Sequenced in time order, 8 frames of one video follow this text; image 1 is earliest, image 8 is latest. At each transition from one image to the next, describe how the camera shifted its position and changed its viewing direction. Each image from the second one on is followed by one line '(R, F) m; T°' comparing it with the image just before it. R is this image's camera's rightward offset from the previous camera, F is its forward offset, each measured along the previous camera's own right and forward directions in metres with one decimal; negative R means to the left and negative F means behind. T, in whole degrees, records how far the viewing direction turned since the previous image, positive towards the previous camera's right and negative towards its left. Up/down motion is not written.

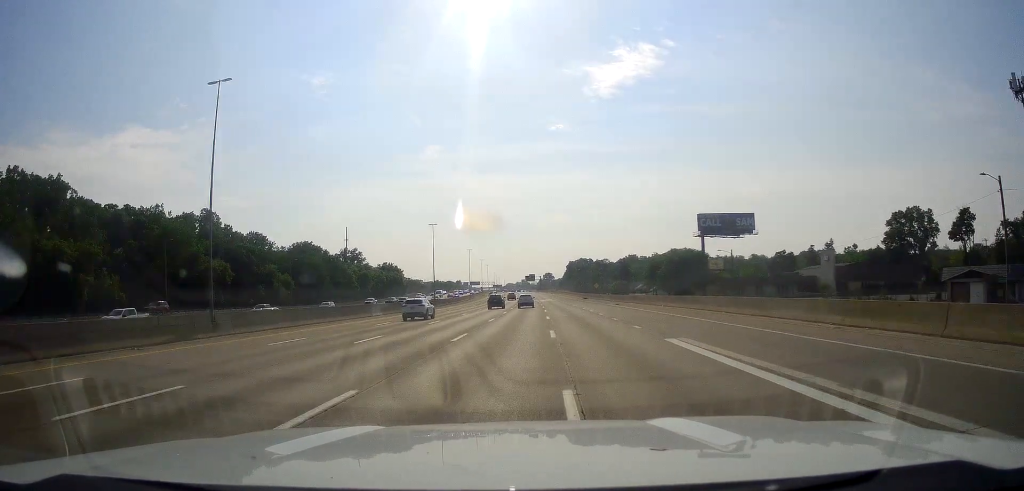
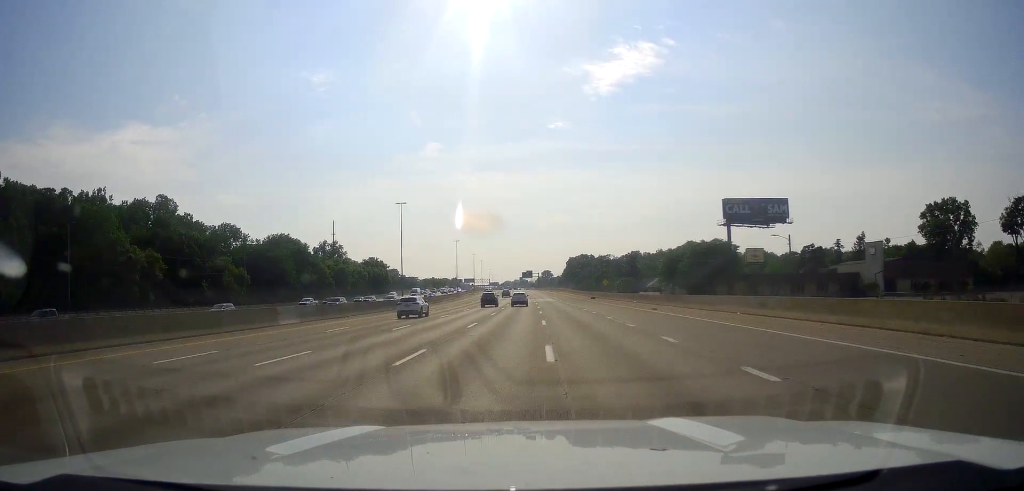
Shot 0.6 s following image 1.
(0.0, +23.0) m; 0°
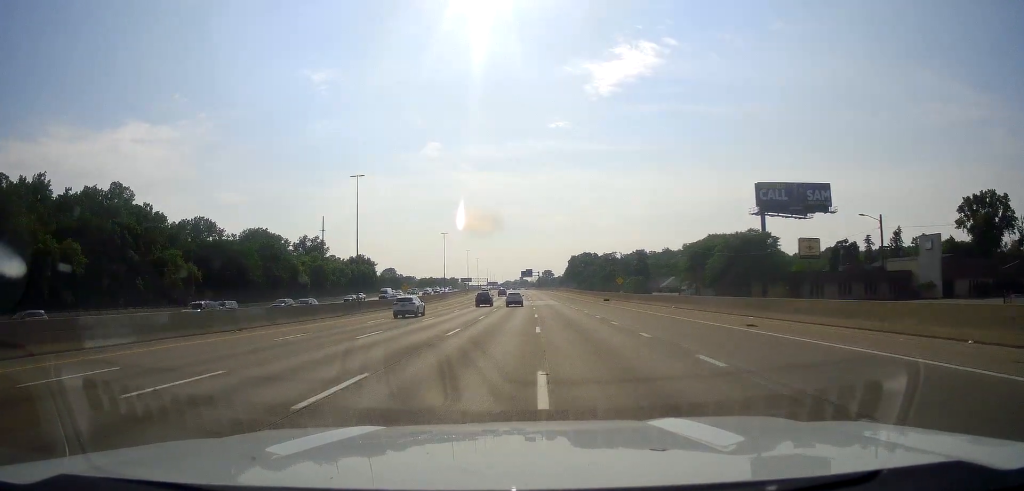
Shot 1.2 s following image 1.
(+0.1, +20.6) m; 0°
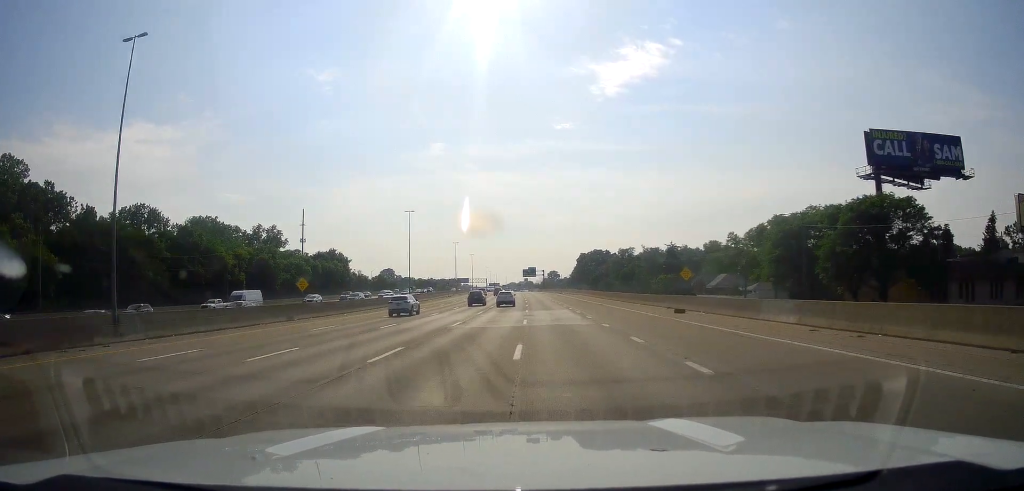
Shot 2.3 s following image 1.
(-0.4, +39.6) m; -1°
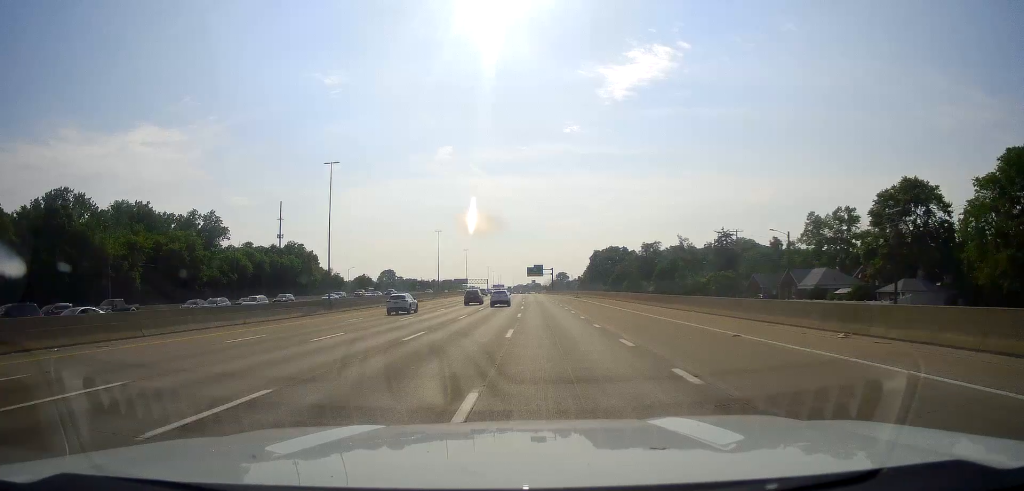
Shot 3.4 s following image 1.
(-0.1, +39.4) m; +1°
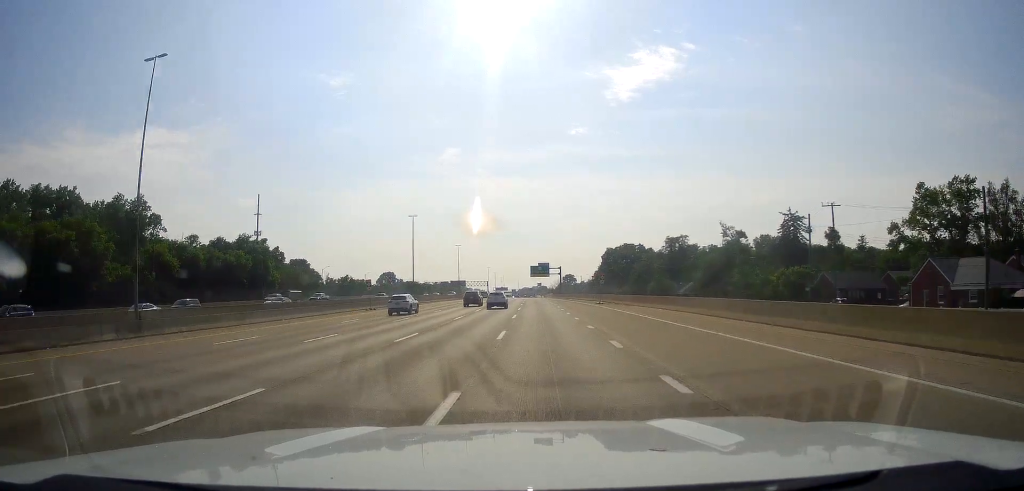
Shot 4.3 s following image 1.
(+0.4, +31.1) m; 0°
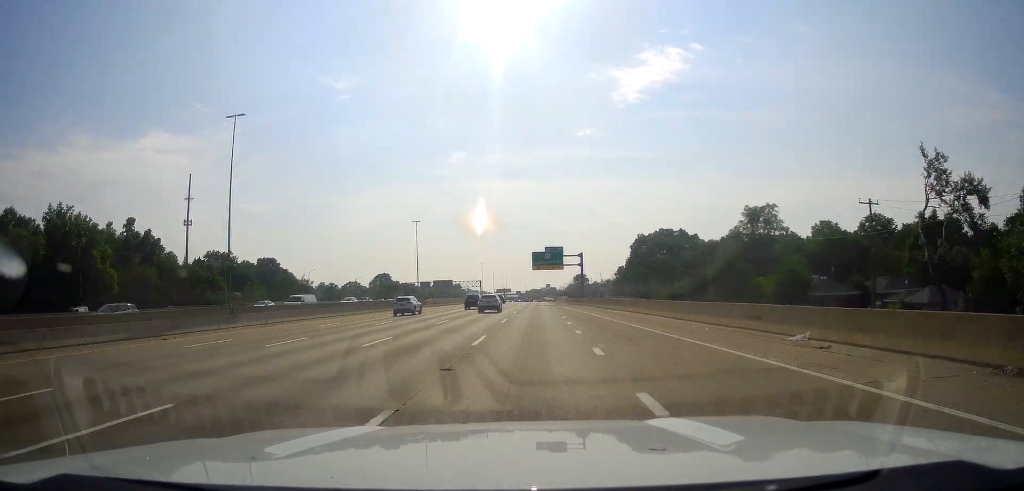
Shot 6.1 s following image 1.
(-1.5, +62.7) m; -2°
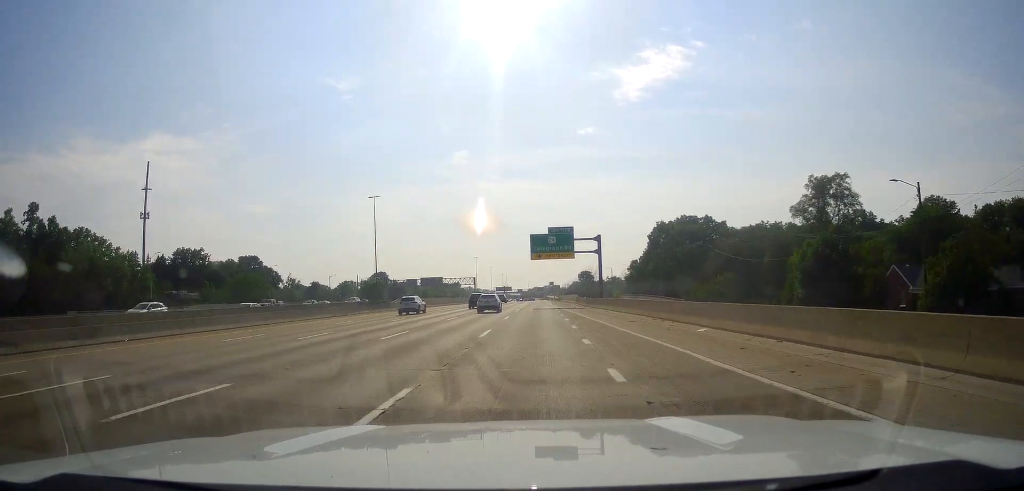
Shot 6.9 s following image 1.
(-0.2, +27.3) m; 0°
